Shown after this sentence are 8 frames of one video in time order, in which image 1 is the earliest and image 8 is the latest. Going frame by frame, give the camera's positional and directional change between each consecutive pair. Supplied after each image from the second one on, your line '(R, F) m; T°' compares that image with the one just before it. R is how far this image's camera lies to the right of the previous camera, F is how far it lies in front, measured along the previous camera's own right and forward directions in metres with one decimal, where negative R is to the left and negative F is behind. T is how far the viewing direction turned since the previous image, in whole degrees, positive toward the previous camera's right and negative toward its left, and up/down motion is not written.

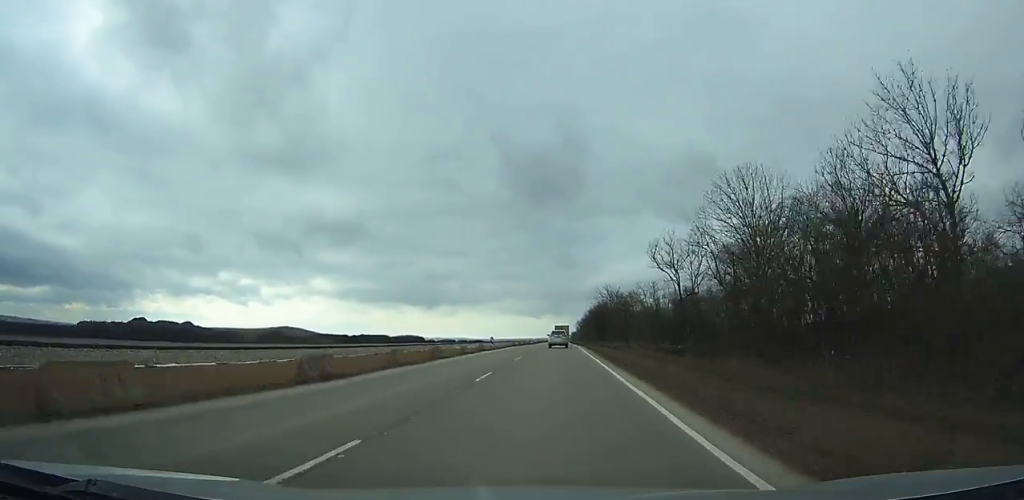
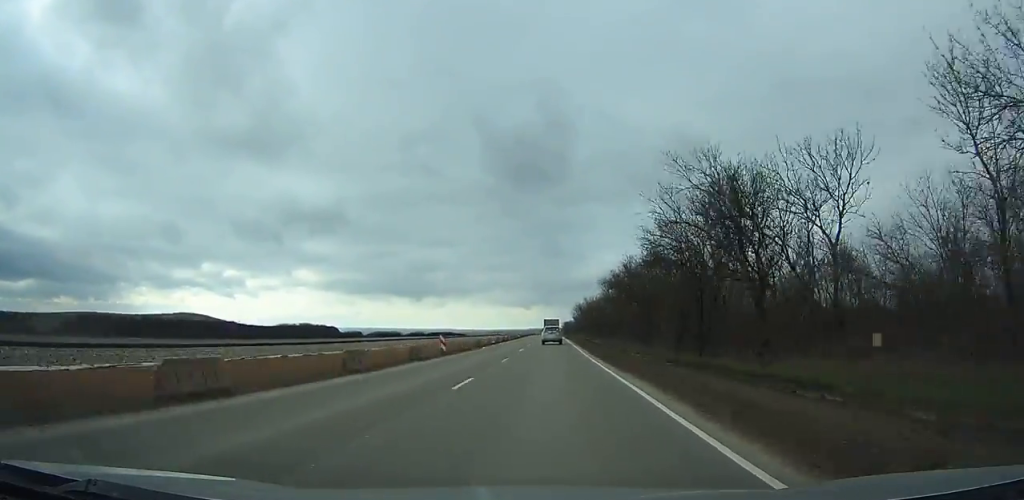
(+0.3, +86.8) m; 0°
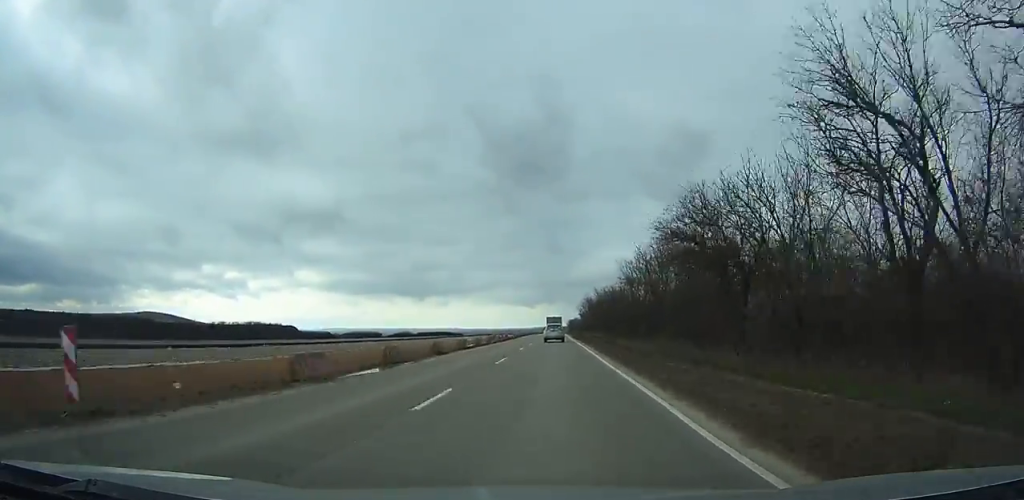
(-0.1, +27.2) m; 0°
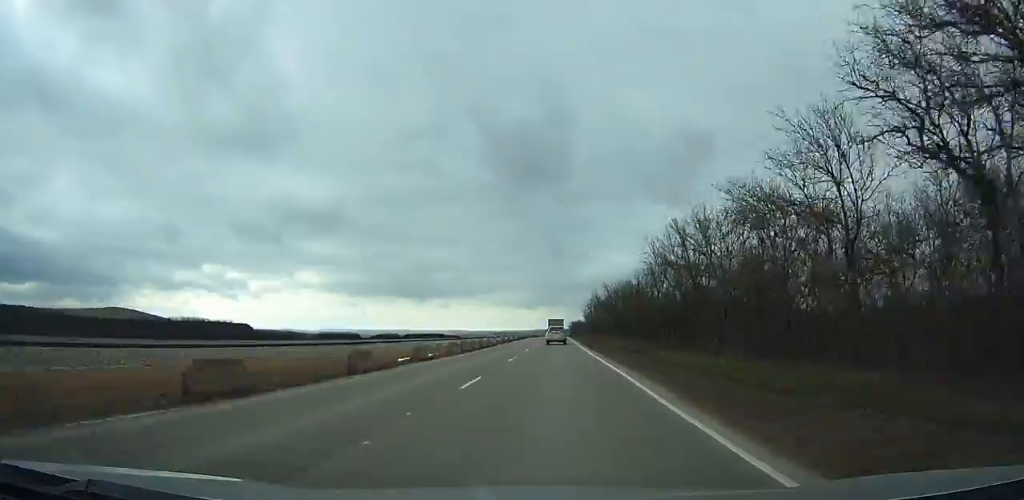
(-0.1, +20.6) m; 0°
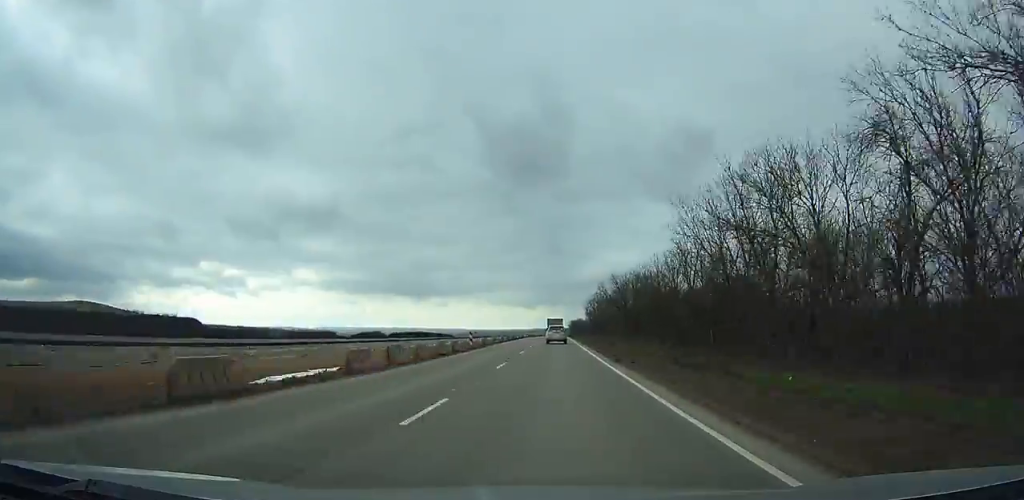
(0.0, +16.5) m; 0°
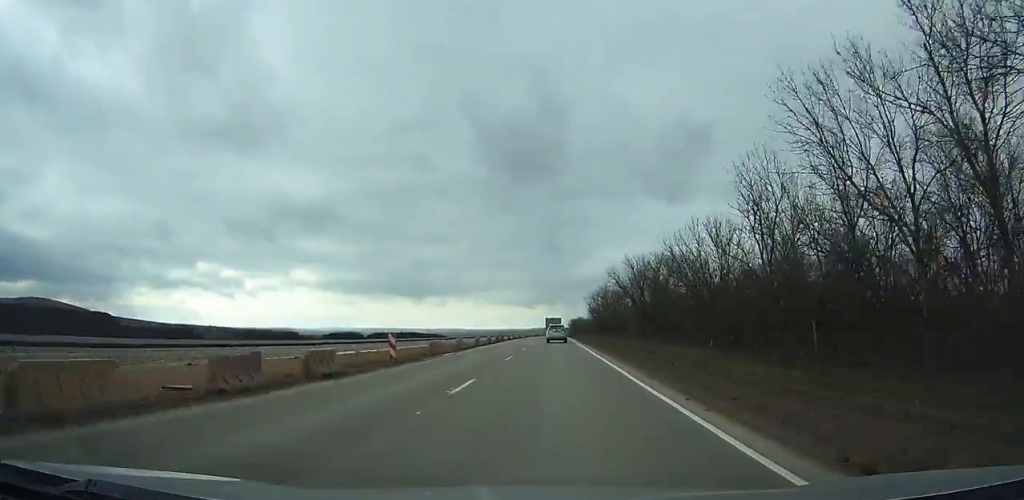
(0.0, +20.3) m; 0°
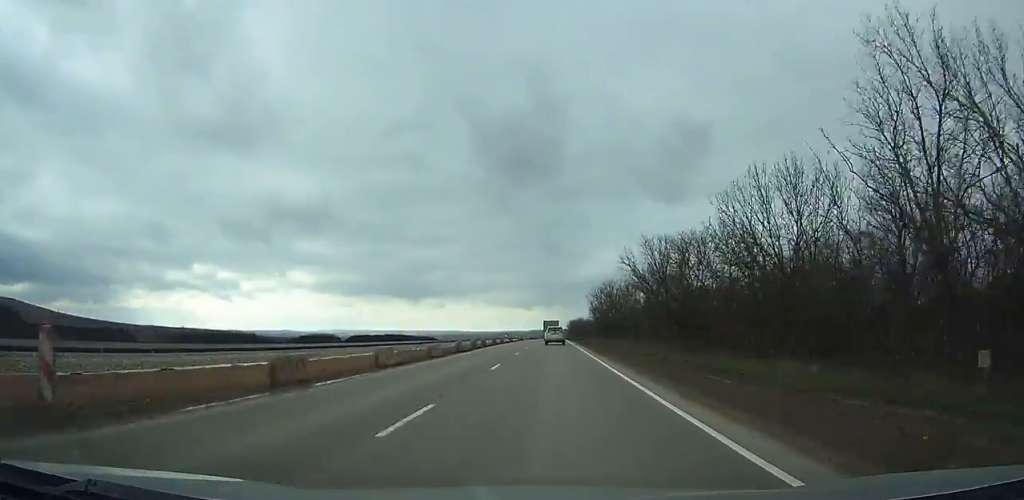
(+0.1, +16.2) m; 0°
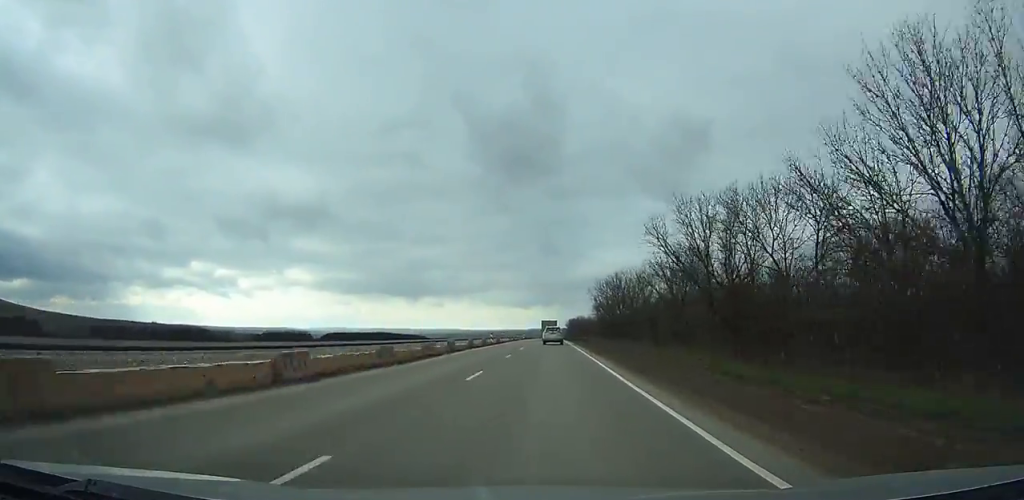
(0.0, +16.2) m; 0°
